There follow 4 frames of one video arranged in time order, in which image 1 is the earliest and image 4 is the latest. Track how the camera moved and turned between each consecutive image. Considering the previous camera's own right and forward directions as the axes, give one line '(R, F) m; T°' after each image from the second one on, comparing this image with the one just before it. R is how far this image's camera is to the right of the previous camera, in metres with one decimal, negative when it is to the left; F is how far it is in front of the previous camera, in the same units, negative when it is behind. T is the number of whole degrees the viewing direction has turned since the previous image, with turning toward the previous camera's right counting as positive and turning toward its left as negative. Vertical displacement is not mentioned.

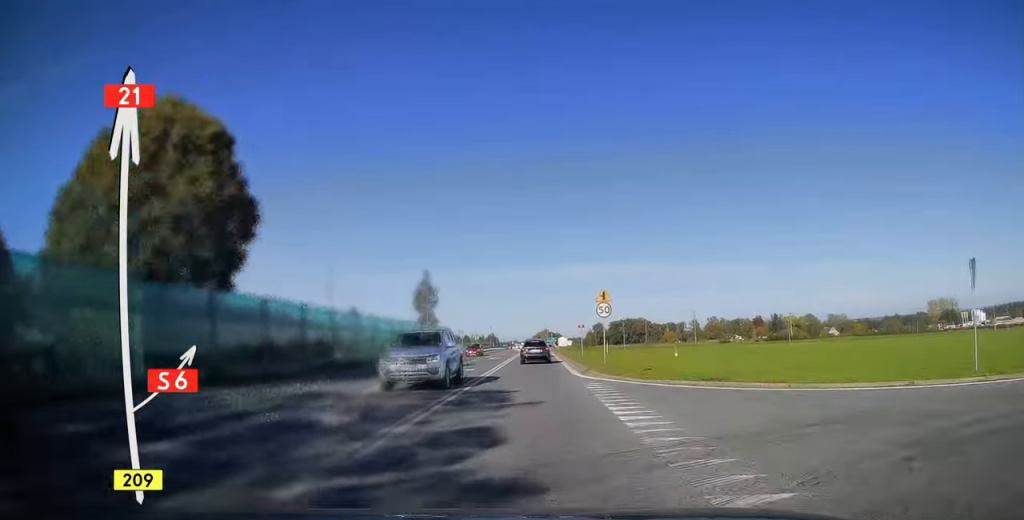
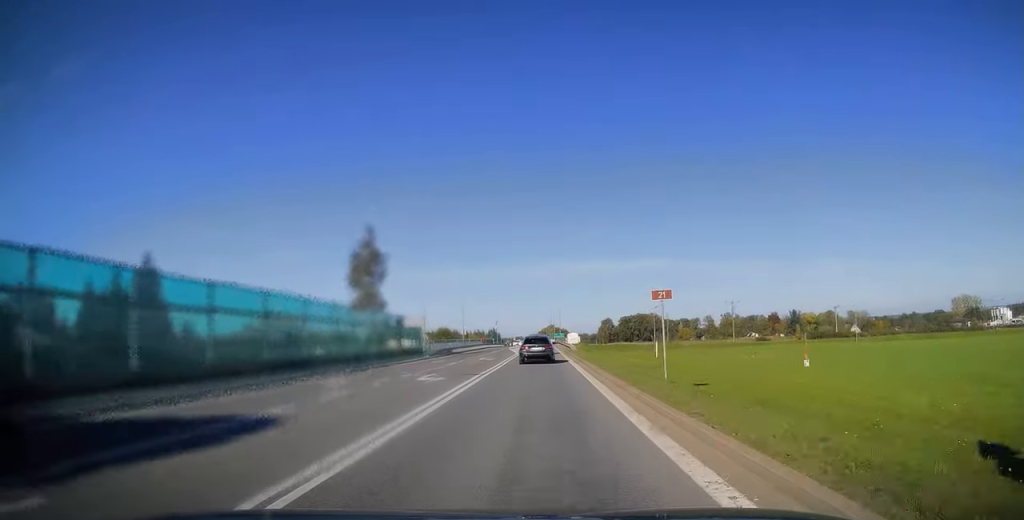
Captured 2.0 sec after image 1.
(-0.3, +30.5) m; -1°
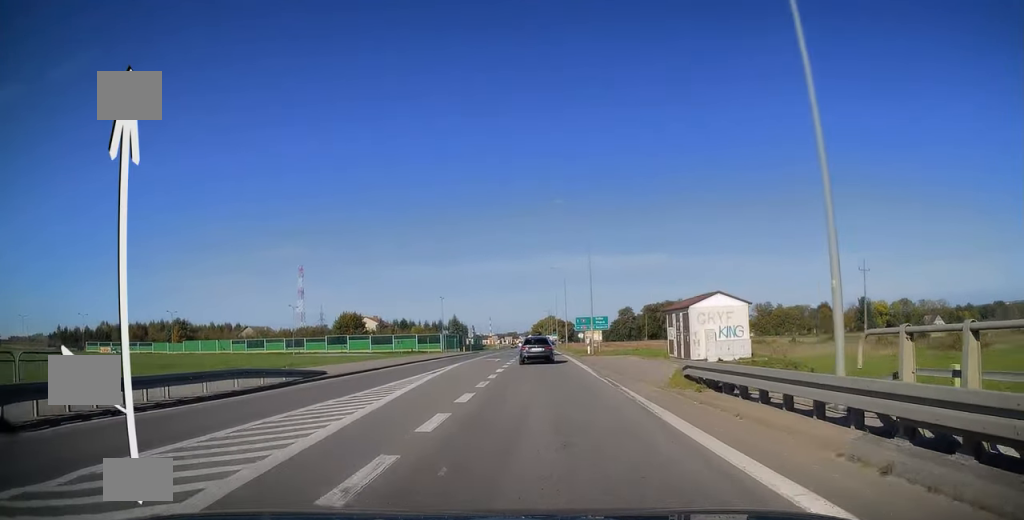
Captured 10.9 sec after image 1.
(-0.7, +124.5) m; 0°
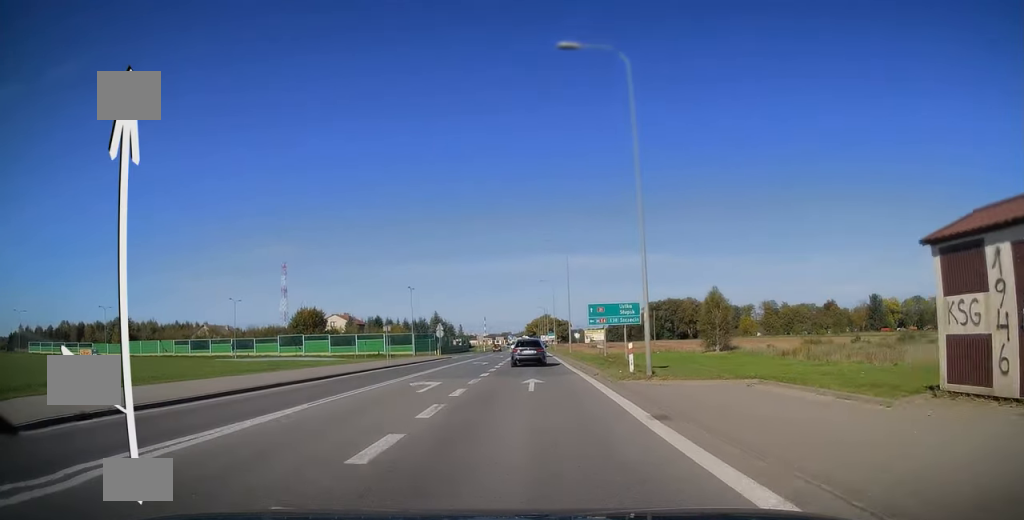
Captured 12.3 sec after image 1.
(+0.1, +19.2) m; 0°
